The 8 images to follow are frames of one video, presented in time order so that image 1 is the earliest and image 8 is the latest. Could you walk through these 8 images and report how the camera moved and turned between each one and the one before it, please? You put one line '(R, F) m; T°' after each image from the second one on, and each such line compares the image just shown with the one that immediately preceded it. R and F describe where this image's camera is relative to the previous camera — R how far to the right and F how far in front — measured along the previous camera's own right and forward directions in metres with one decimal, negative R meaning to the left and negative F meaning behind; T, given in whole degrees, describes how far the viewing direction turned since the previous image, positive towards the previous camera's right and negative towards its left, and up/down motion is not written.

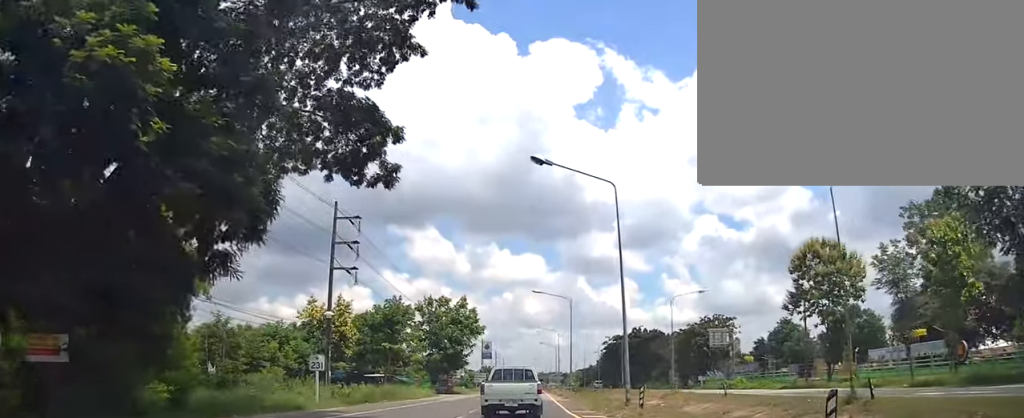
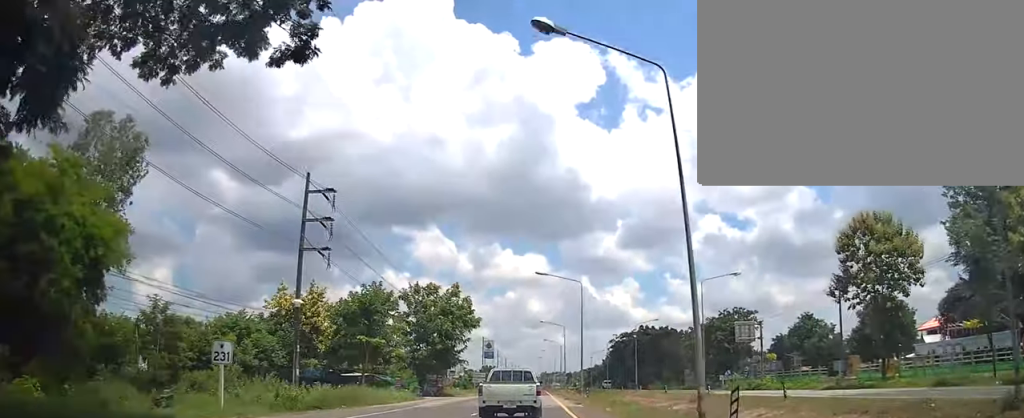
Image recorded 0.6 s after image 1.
(+0.1, +8.4) m; 0°
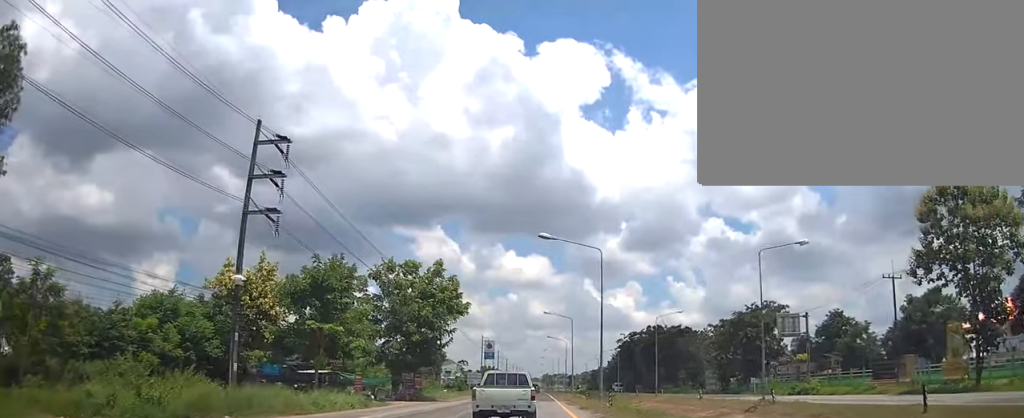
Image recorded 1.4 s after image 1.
(-0.3, +10.8) m; -2°
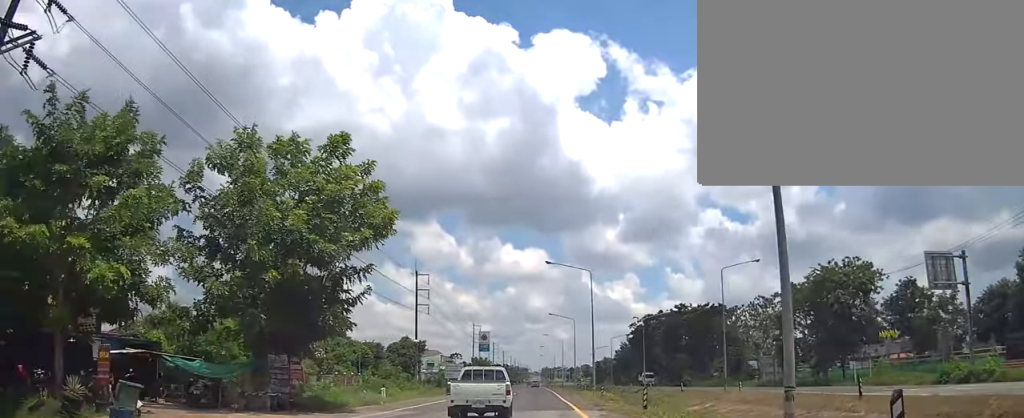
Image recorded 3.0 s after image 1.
(+0.4, +21.9) m; +2°
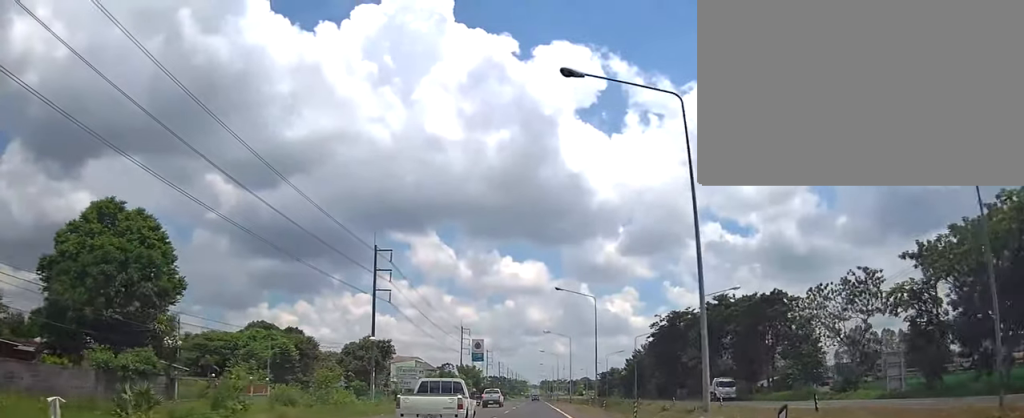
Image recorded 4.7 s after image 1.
(+0.1, +23.8) m; 0°
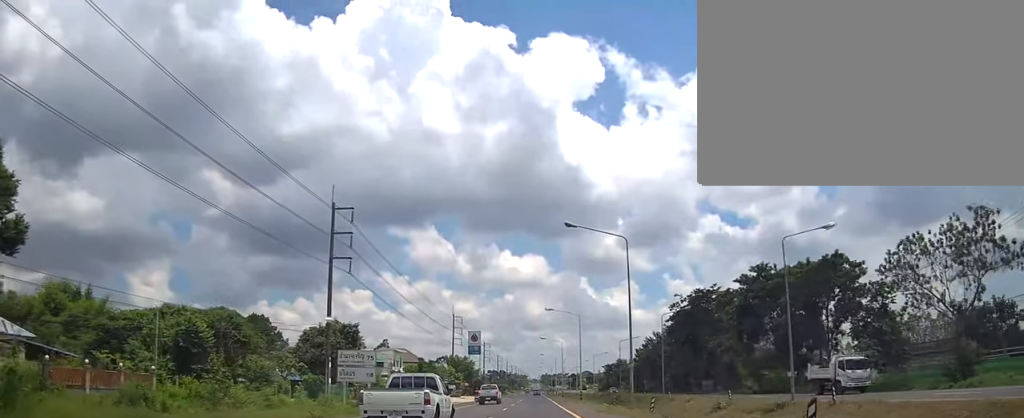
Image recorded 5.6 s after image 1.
(0.0, +14.7) m; -1°
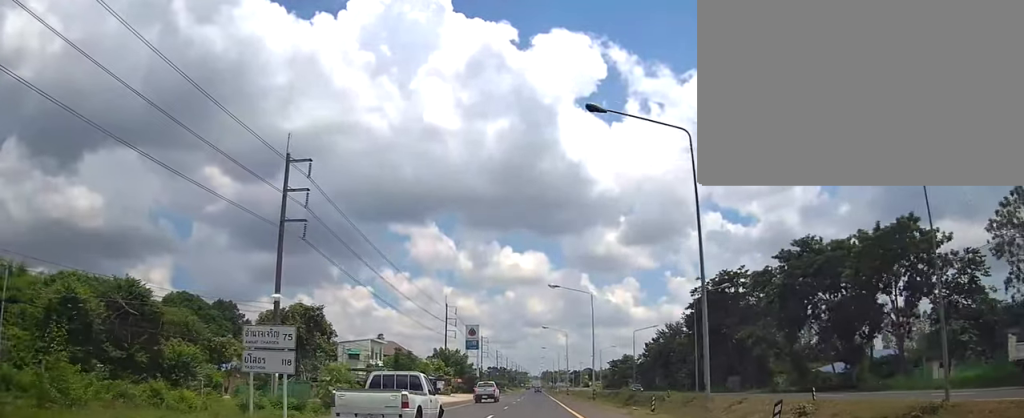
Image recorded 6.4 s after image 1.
(-0.2, +11.3) m; -1°
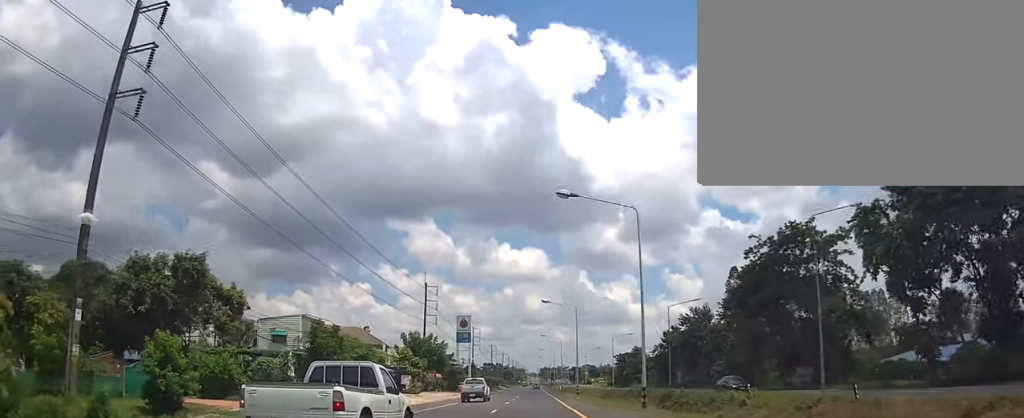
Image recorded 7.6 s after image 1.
(+0.1, +19.9) m; 0°
